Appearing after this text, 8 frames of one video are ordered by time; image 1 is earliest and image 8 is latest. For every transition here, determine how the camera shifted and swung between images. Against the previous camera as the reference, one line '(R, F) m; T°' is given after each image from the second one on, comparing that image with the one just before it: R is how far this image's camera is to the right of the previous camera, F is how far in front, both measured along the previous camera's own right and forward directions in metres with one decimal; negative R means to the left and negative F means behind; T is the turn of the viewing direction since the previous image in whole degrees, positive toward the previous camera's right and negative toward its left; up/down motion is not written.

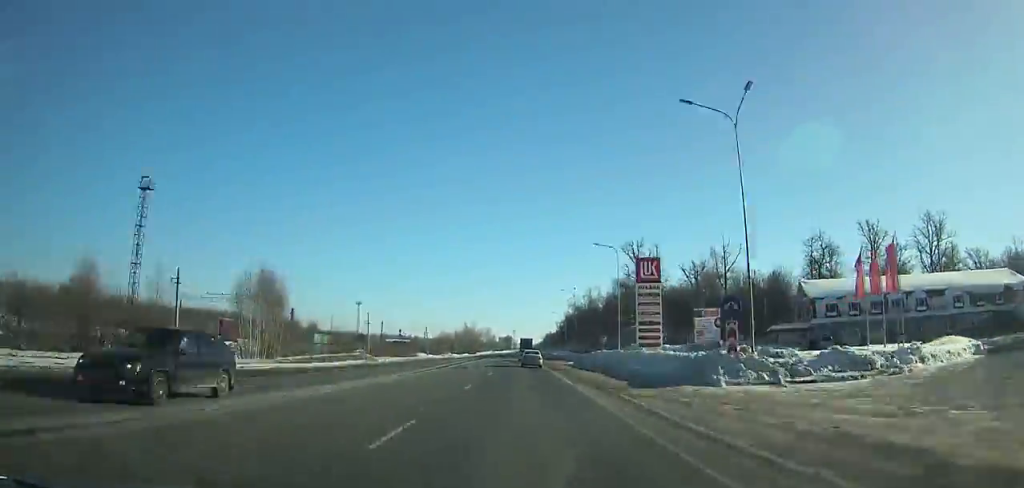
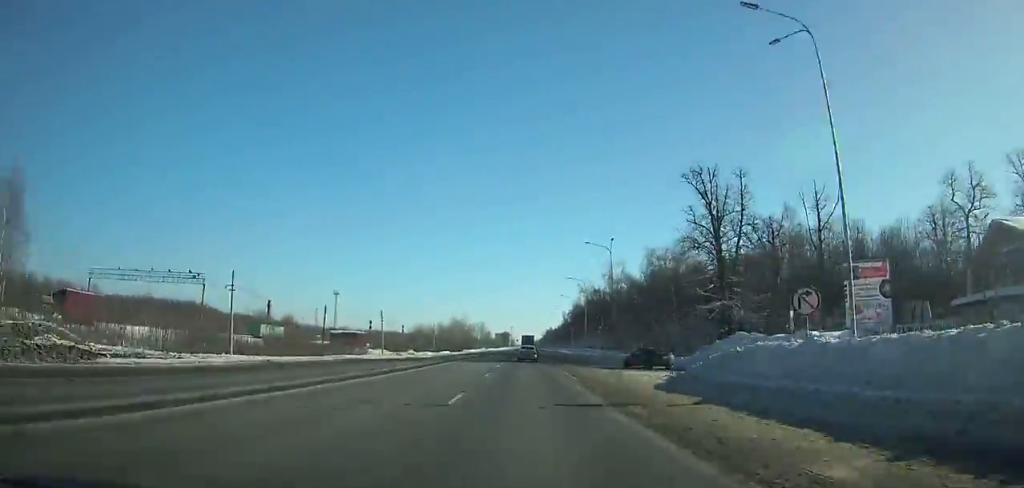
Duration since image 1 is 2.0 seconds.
(+0.1, +42.0) m; 0°
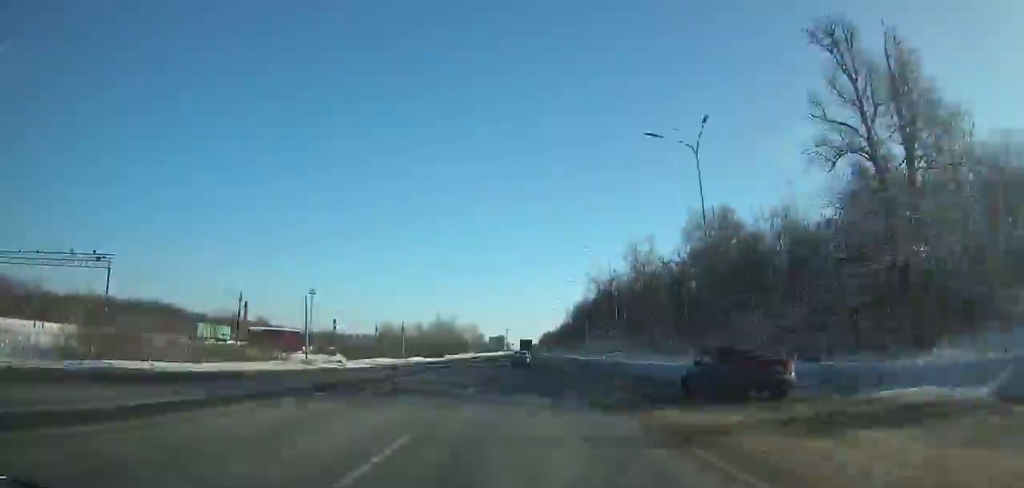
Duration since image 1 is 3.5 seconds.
(+0.2, +32.0) m; 0°
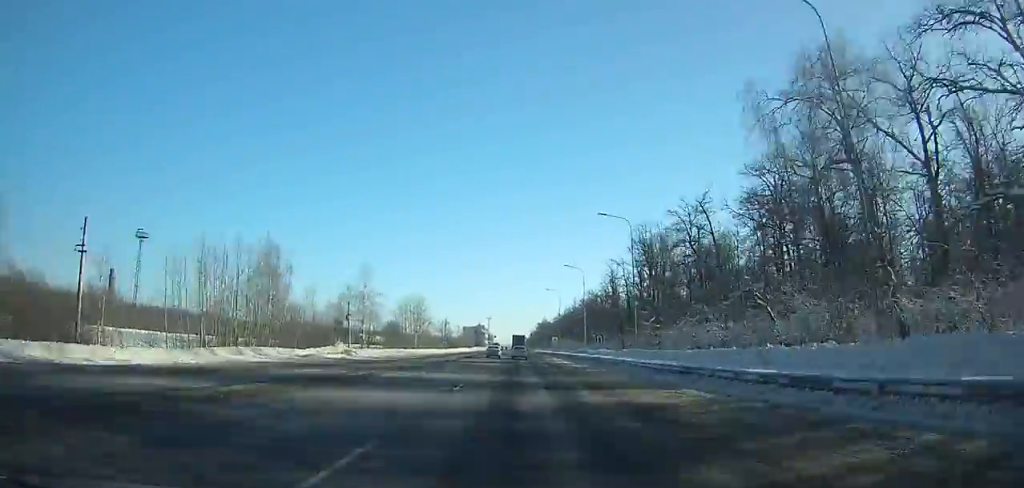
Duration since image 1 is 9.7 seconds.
(+1.3, +133.7) m; +1°
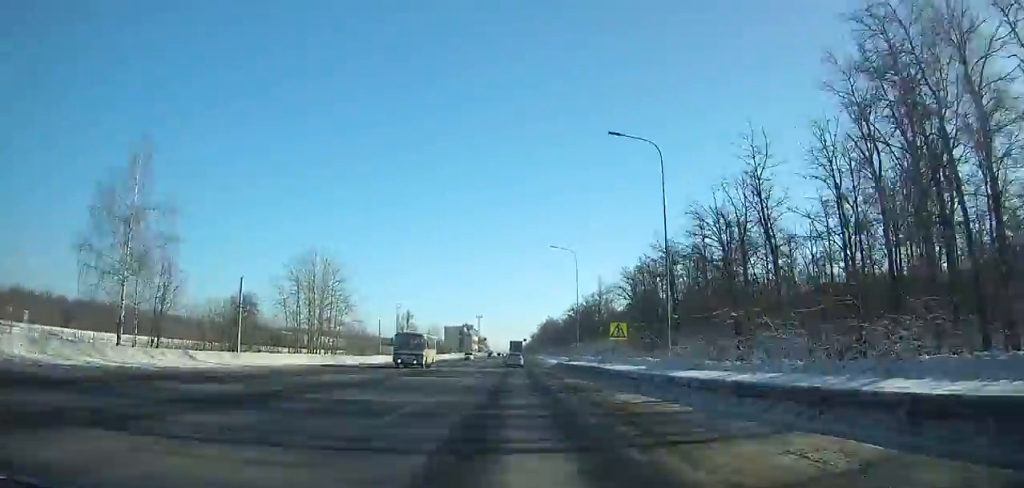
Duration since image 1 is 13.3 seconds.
(+0.1, +78.5) m; 0°
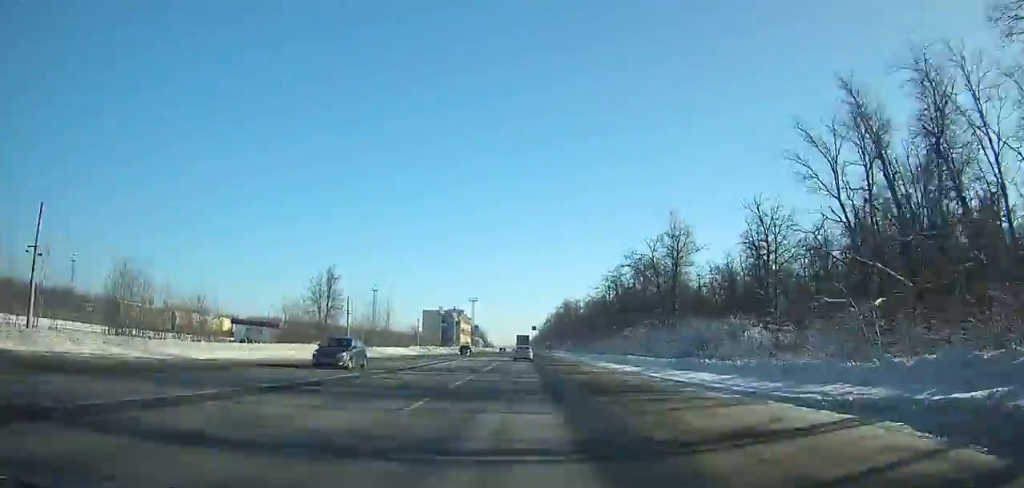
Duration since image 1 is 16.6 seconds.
(-0.1, +72.0) m; 0°
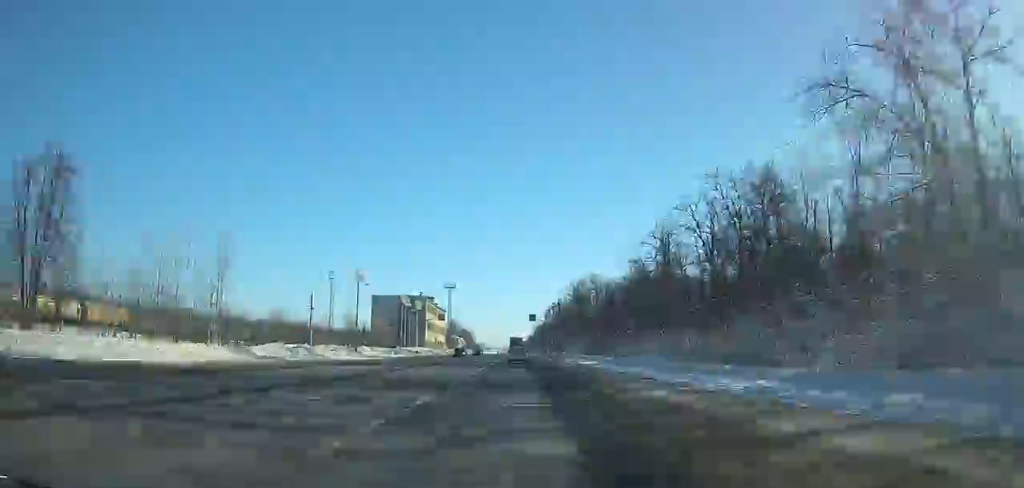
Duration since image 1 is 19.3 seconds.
(0.0, +59.1) m; 0°
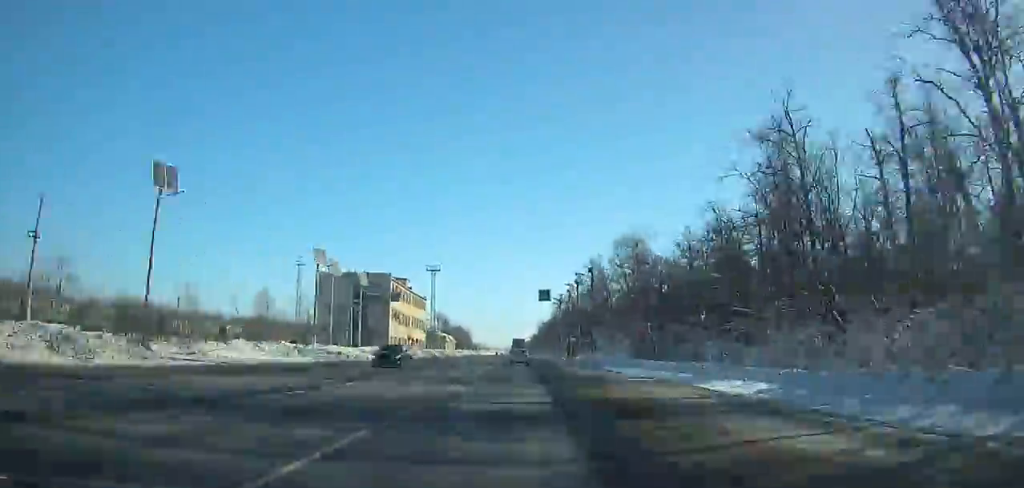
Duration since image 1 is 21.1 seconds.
(0.0, +39.4) m; 0°
